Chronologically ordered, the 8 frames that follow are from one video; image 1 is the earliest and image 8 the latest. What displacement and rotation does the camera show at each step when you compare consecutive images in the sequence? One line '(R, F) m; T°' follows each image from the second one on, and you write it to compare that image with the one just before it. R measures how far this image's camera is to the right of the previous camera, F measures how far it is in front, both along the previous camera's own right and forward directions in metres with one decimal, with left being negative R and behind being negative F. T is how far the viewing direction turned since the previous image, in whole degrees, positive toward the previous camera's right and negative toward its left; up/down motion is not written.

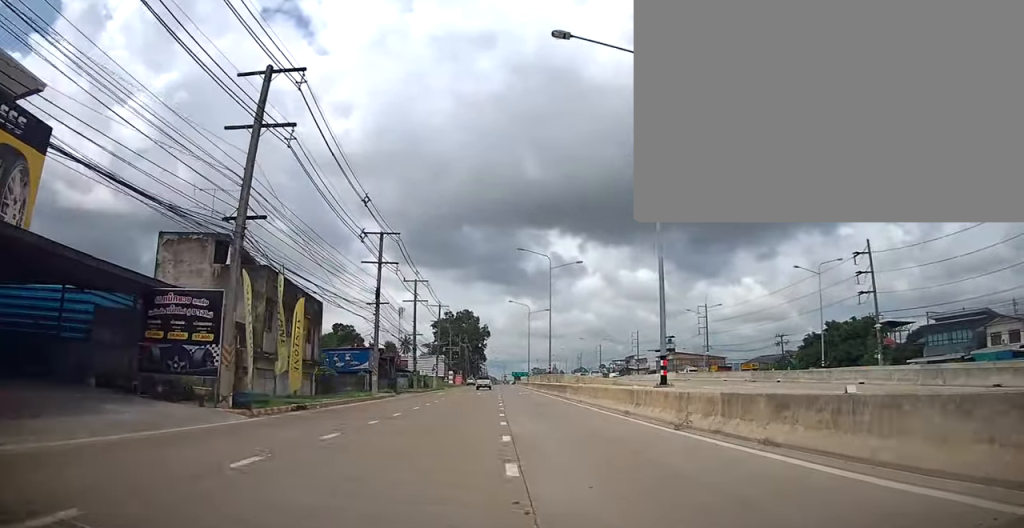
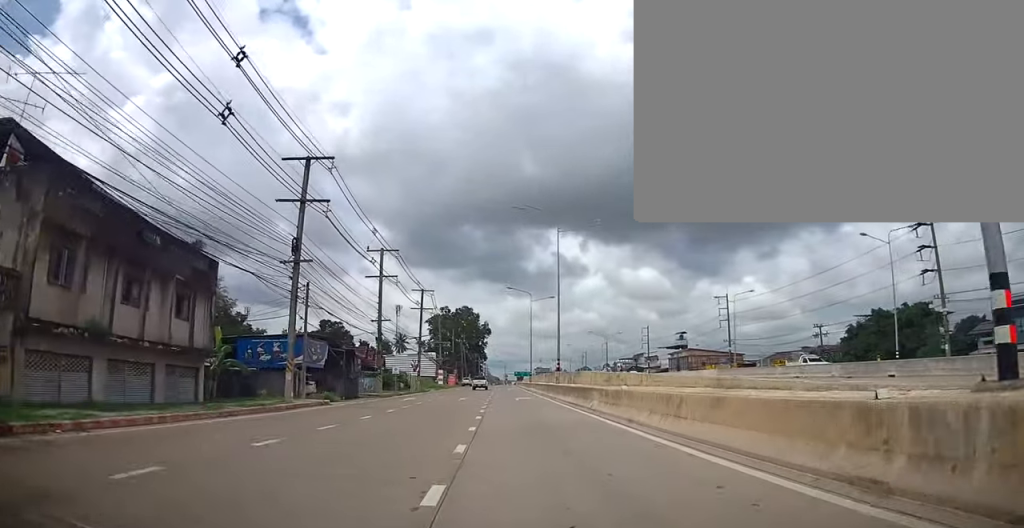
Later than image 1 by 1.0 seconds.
(-0.1, +13.9) m; 0°
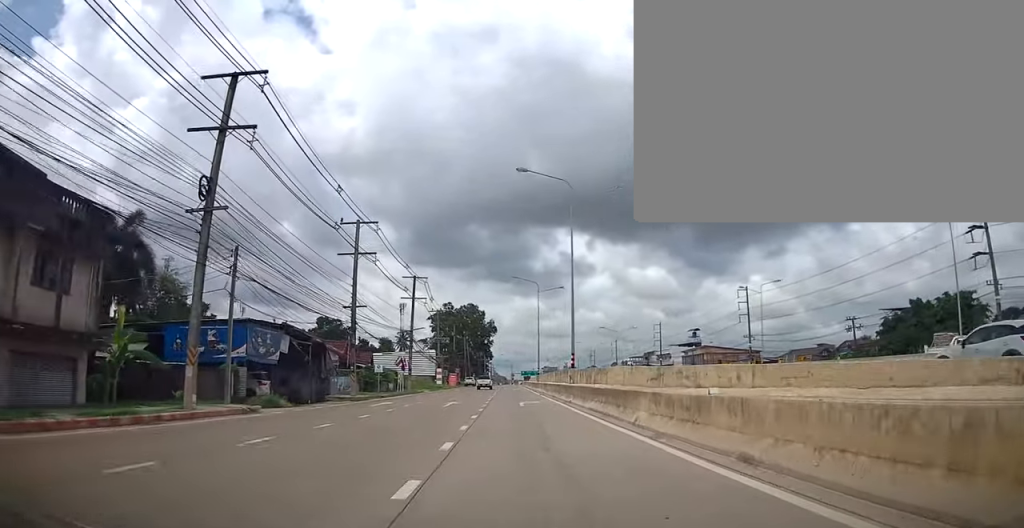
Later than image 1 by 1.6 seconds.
(0.0, +7.9) m; 0°
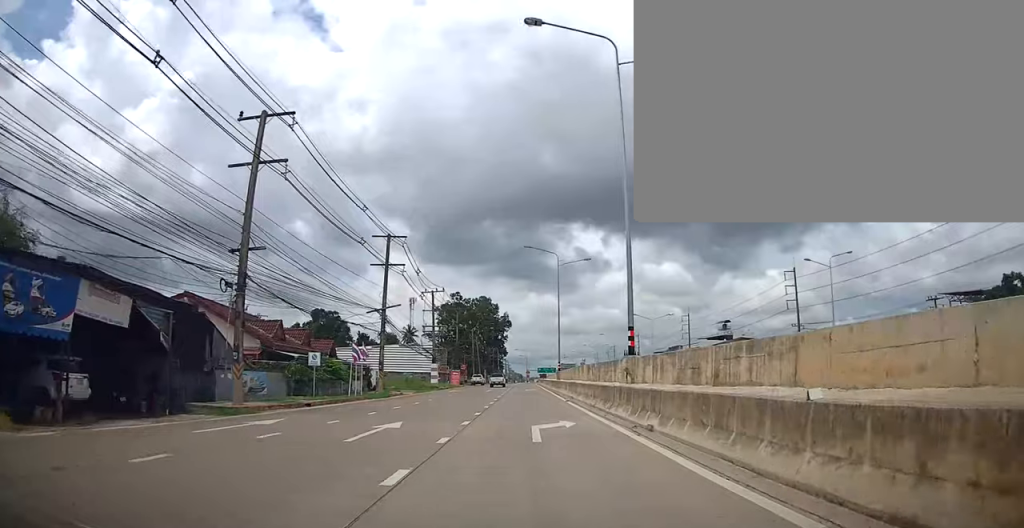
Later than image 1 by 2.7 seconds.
(-0.2, +15.6) m; -3°
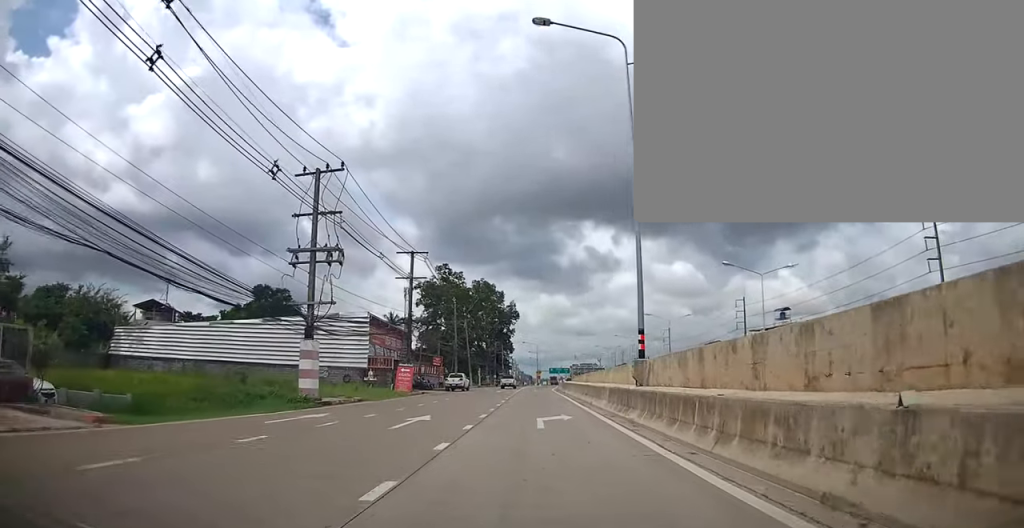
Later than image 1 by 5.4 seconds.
(+1.5, +38.0) m; +5°
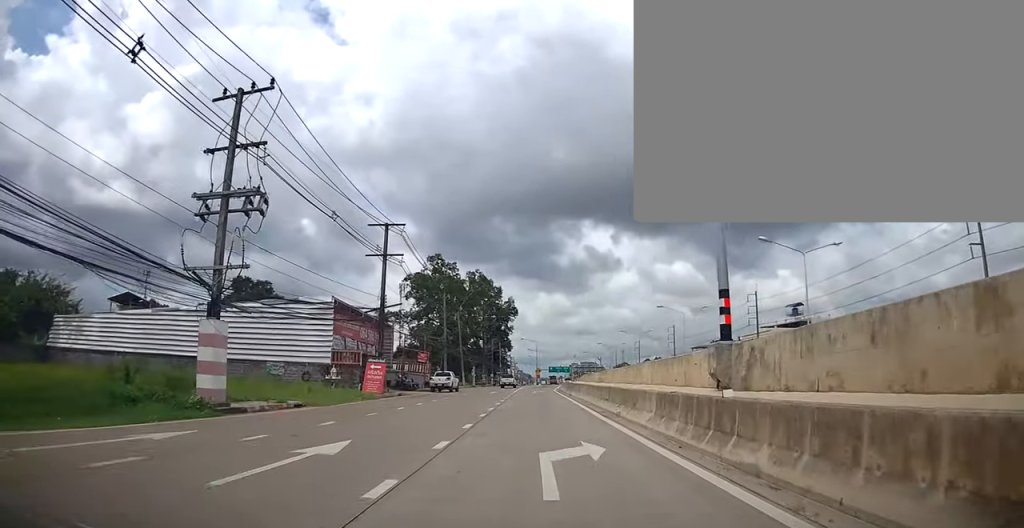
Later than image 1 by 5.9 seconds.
(-0.1, +8.2) m; 0°
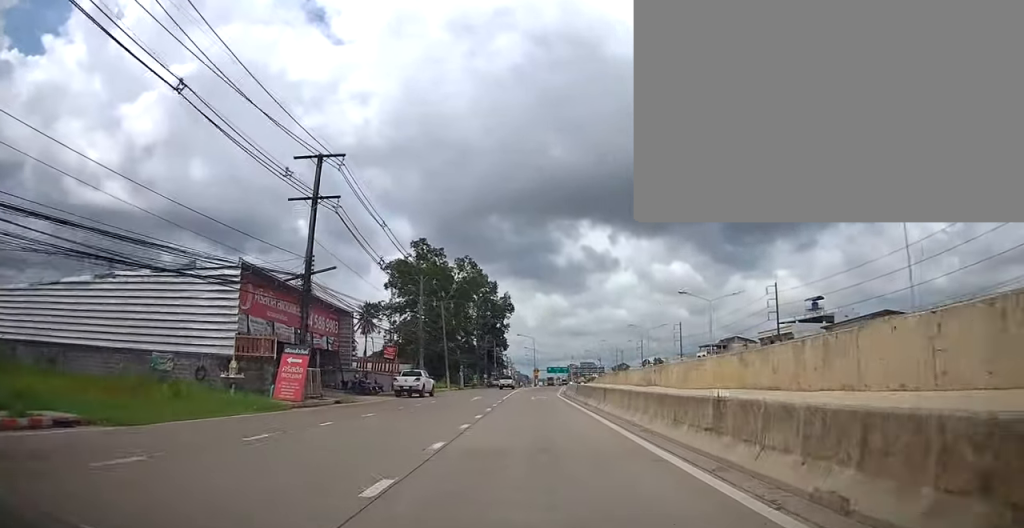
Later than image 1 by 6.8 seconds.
(-0.2, +12.3) m; 0°
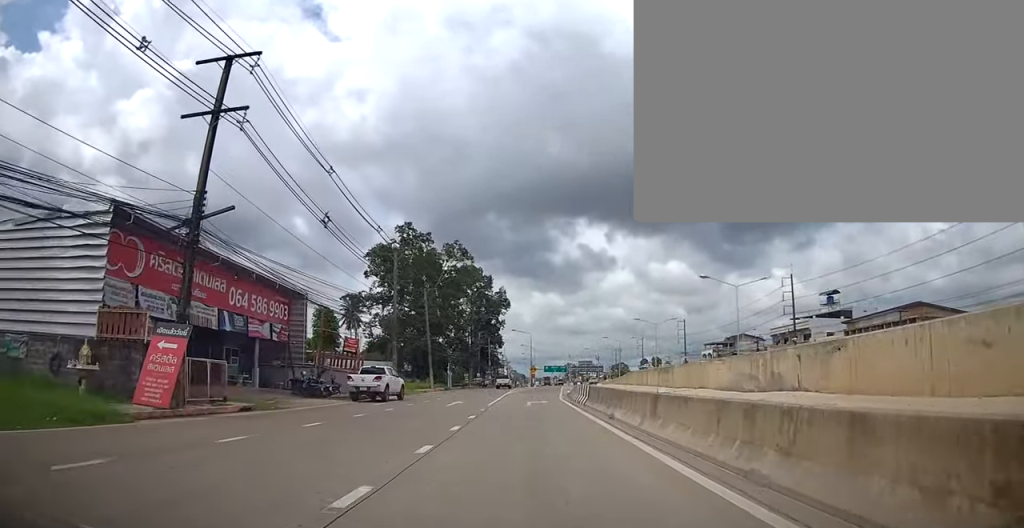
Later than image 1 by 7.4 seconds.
(+0.4, +9.0) m; 0°
